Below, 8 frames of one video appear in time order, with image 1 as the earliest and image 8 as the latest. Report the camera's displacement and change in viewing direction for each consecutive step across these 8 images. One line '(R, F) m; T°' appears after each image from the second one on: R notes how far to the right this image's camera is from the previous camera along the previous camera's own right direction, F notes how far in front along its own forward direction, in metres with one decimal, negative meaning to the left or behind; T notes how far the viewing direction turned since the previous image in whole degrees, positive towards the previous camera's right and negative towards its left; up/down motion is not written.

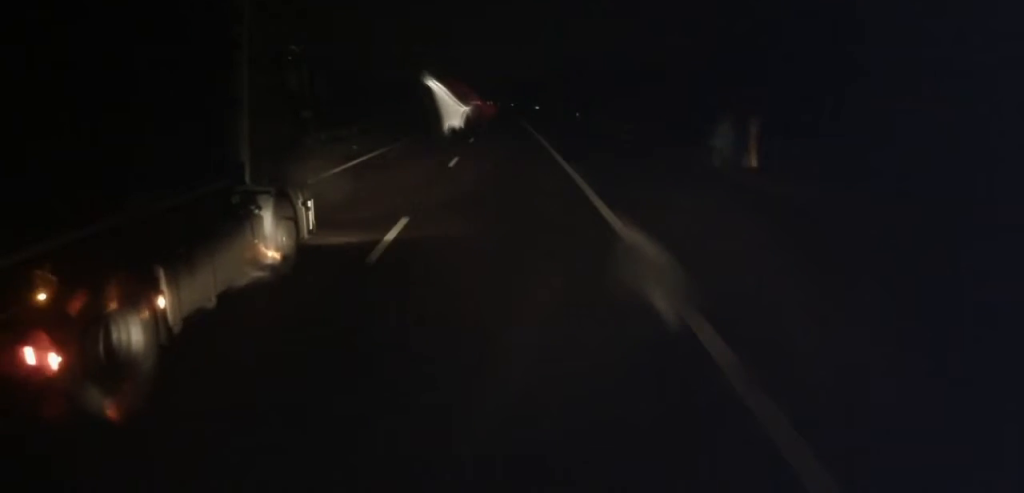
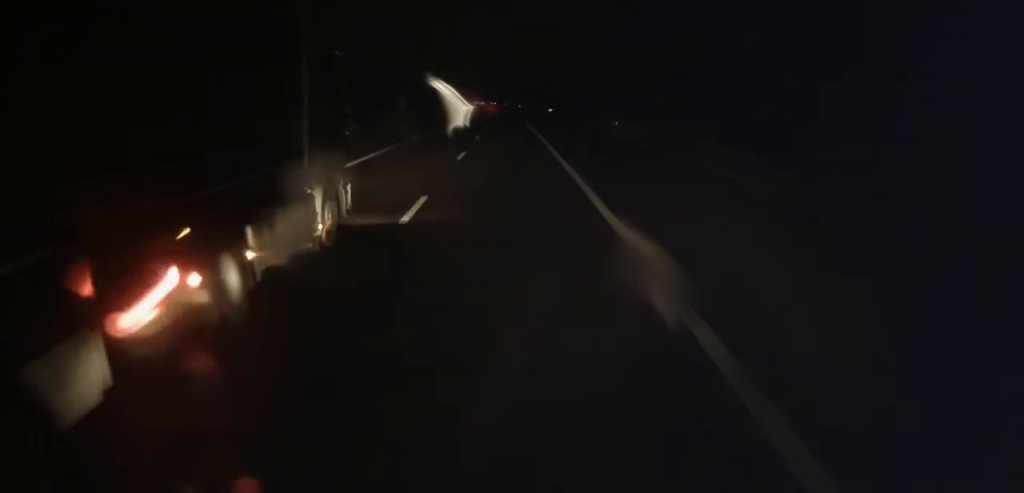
(+0.2, +22.8) m; +1°
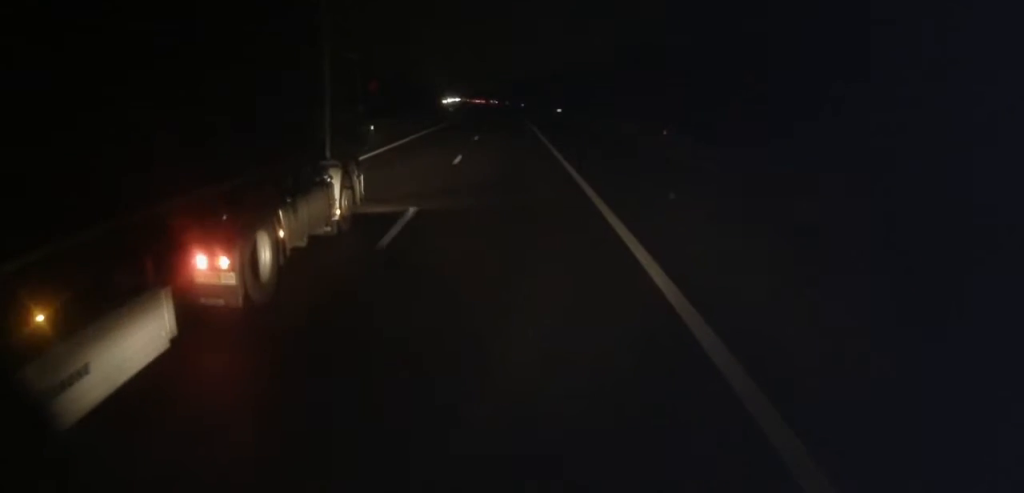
(+0.1, +15.1) m; 0°
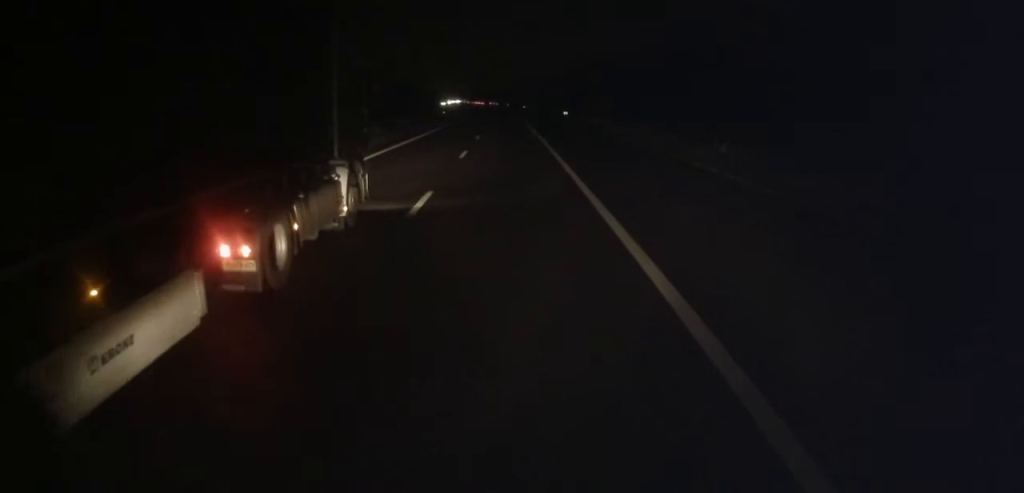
(-0.1, +10.3) m; 0°
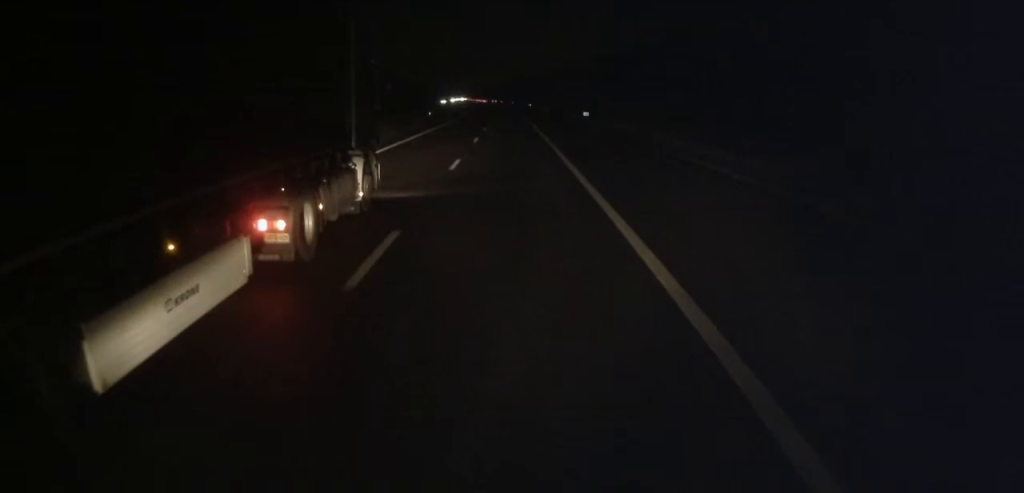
(-0.1, +17.4) m; -1°
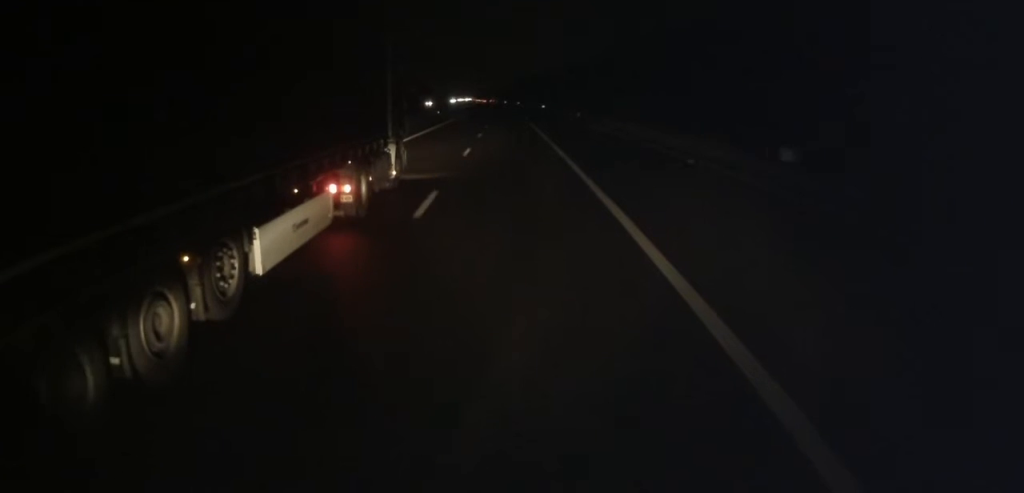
(-0.7, +40.9) m; -2°
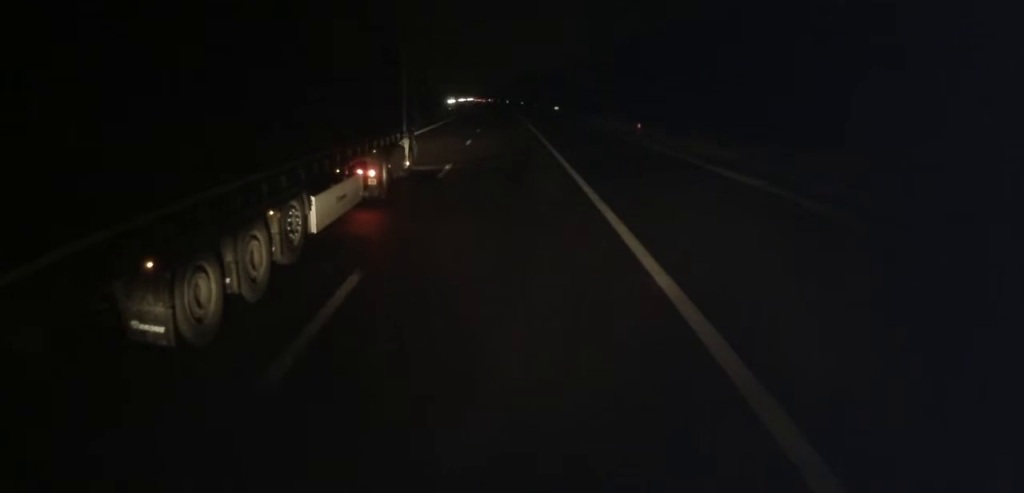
(0.0, +29.6) m; +1°
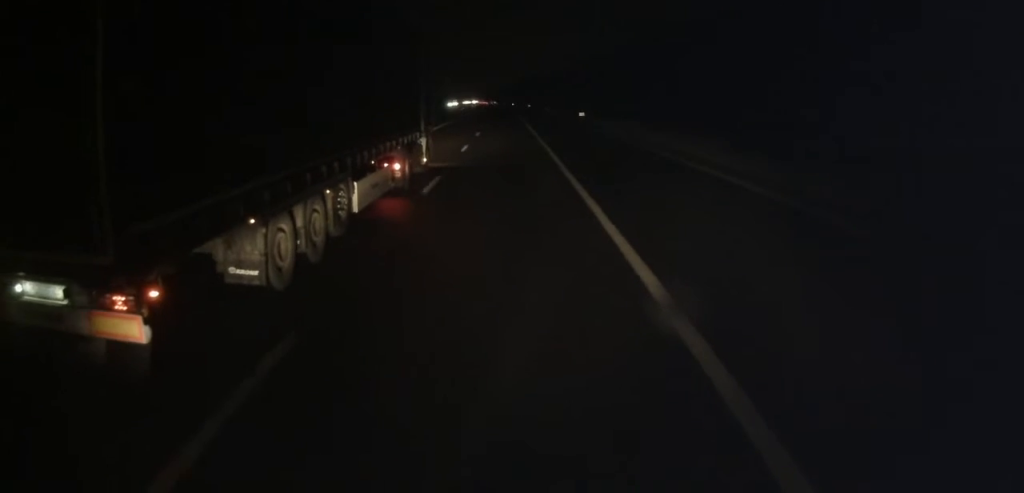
(+0.3, +25.7) m; +1°
